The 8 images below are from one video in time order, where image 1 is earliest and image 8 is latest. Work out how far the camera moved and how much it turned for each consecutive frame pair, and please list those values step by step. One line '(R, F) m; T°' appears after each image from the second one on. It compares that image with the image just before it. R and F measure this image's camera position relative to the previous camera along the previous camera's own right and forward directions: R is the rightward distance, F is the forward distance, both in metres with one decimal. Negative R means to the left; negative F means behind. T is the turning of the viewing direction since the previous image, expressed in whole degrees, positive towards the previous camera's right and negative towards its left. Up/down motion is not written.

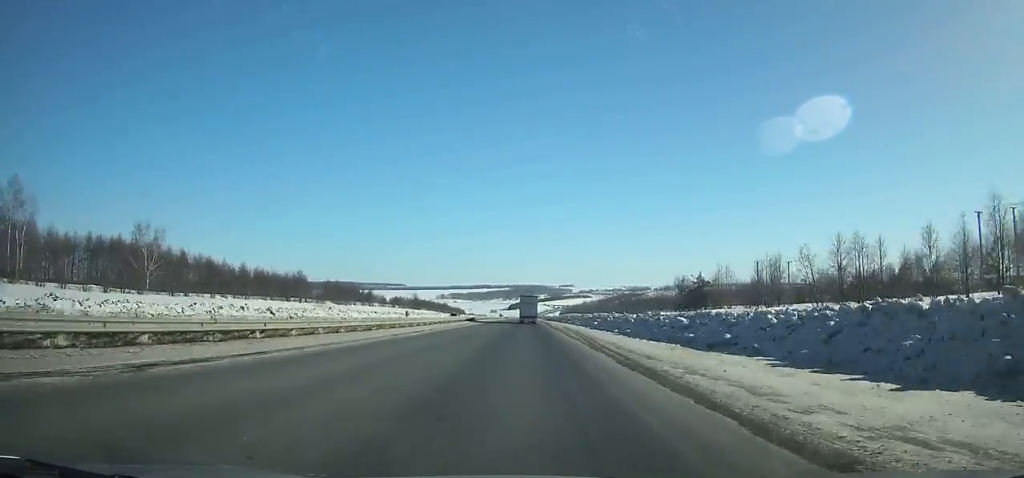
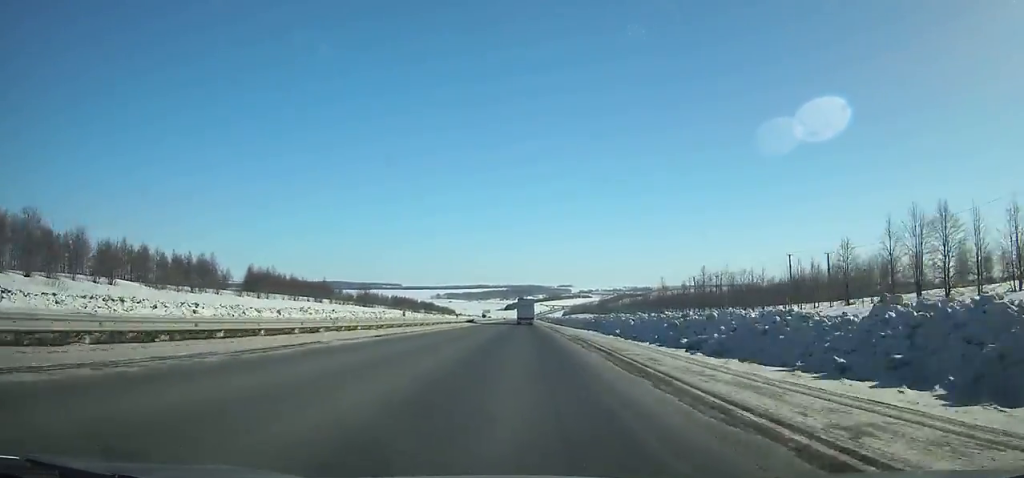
(0.0, +70.2) m; 0°
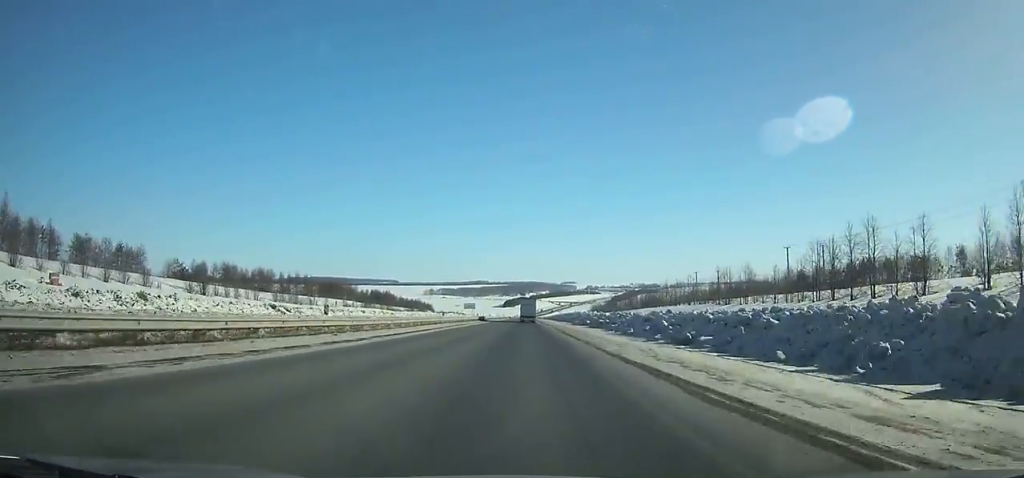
(-1.1, +162.7) m; 0°
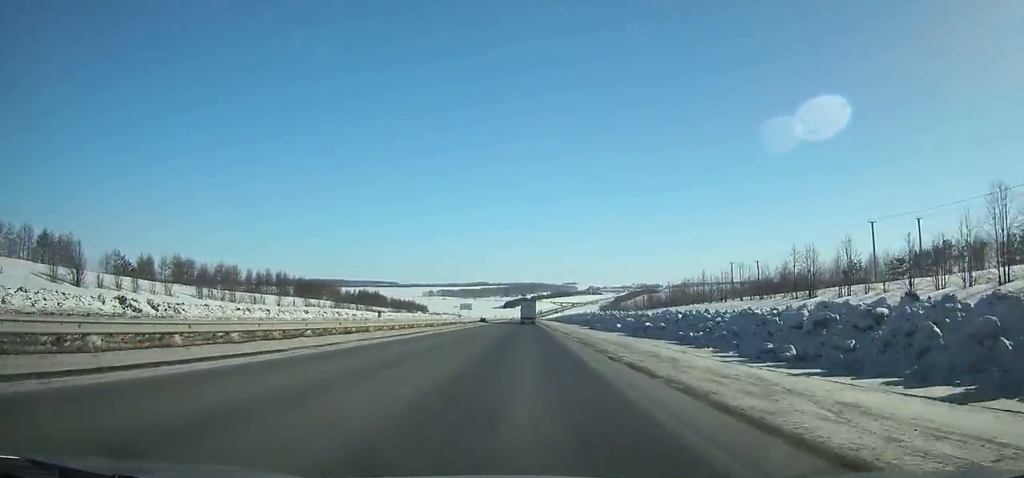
(0.0, +25.9) m; 0°
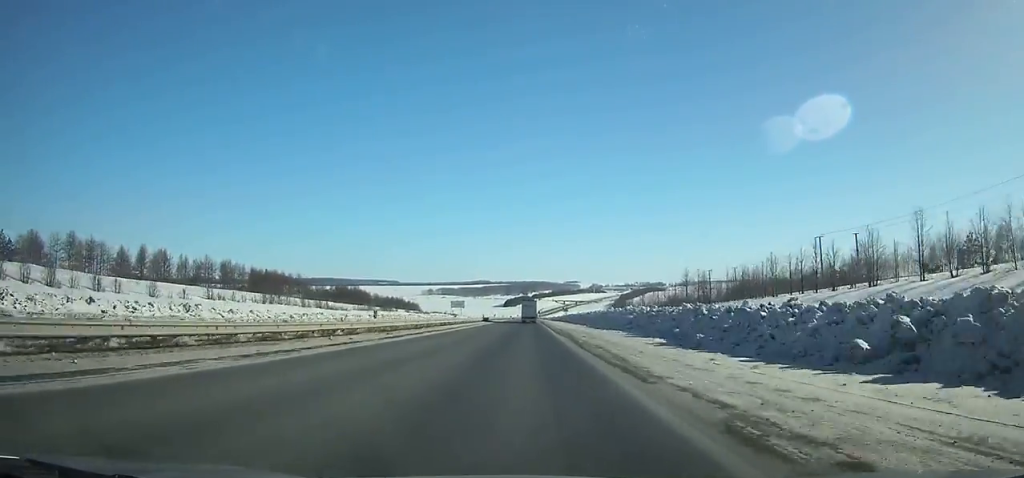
(+0.1, +38.8) m; 0°
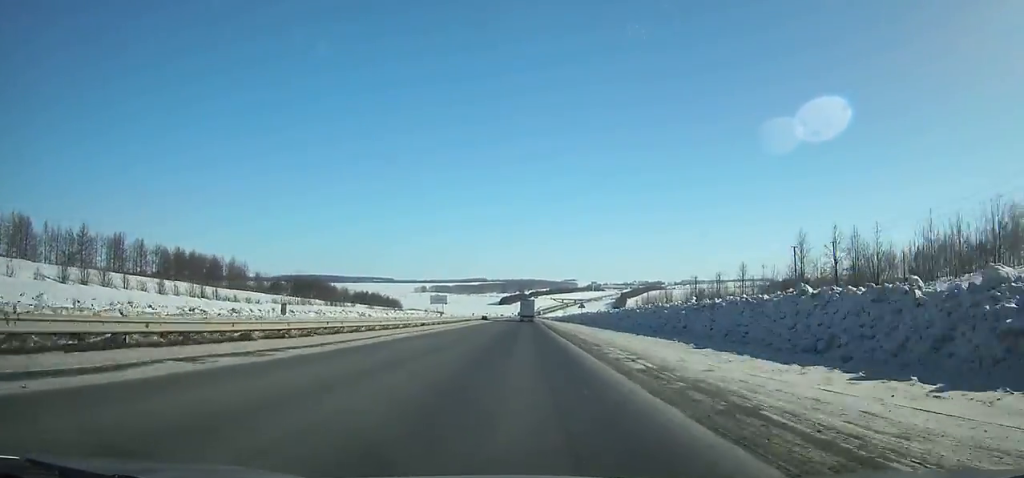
(0.0, +47.4) m; 0°
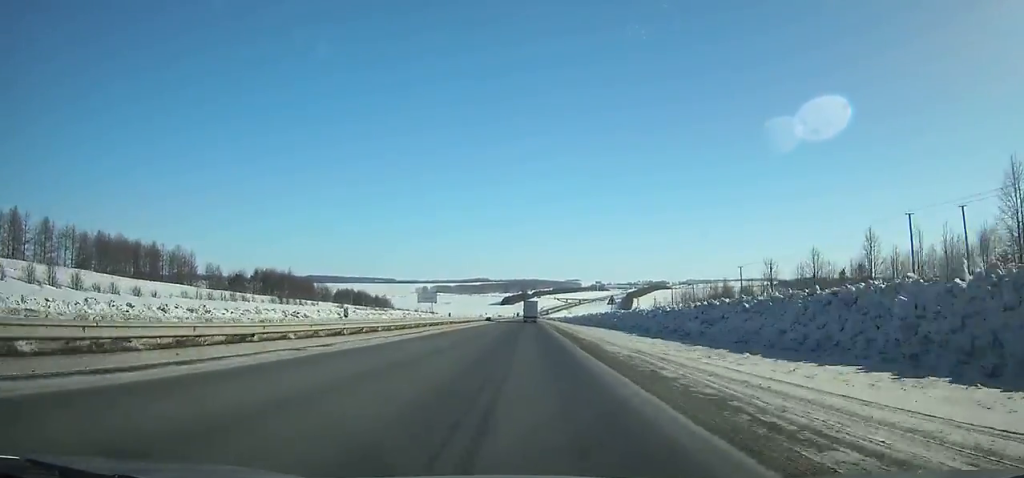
(-0.1, +30.2) m; 0°
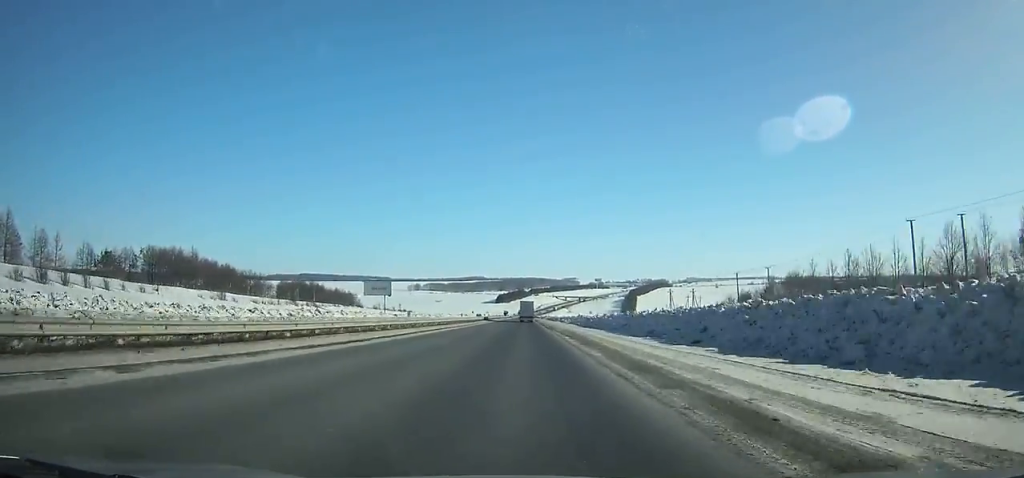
(0.0, +56.1) m; 0°
